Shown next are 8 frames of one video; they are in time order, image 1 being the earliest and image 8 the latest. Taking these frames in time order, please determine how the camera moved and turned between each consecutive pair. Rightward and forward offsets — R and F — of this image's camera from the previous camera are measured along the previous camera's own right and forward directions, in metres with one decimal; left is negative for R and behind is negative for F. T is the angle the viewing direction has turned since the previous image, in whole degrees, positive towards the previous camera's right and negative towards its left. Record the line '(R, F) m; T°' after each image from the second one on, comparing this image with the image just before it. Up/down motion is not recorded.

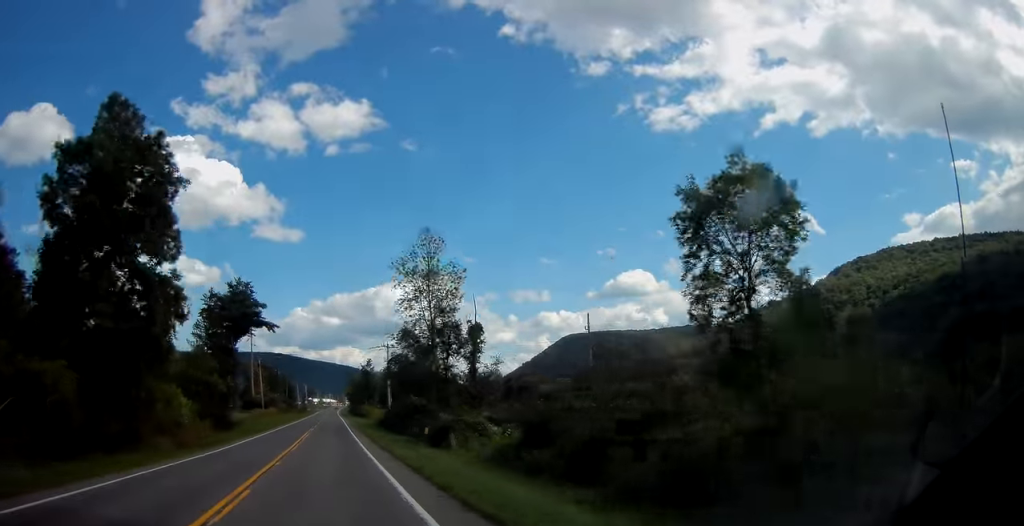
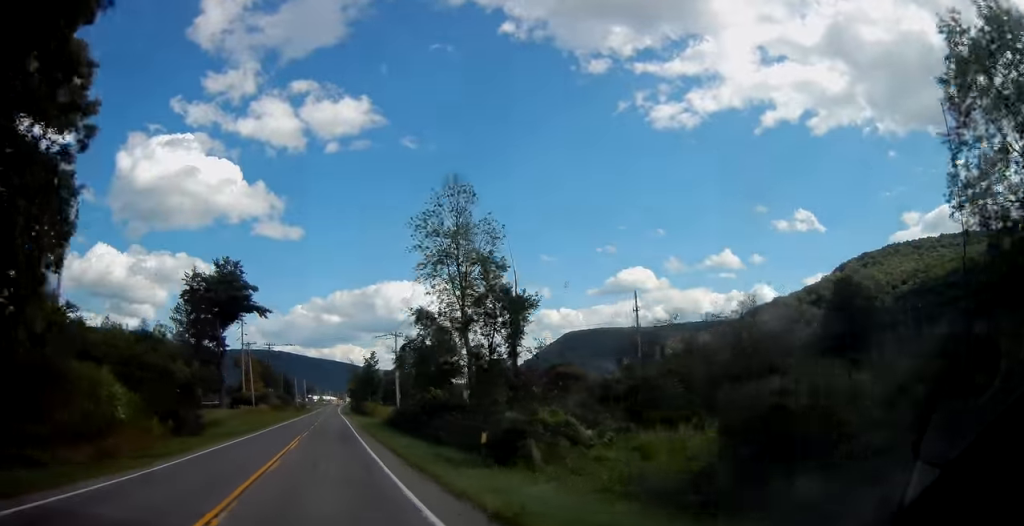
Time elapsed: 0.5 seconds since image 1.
(0.0, +12.3) m; 0°
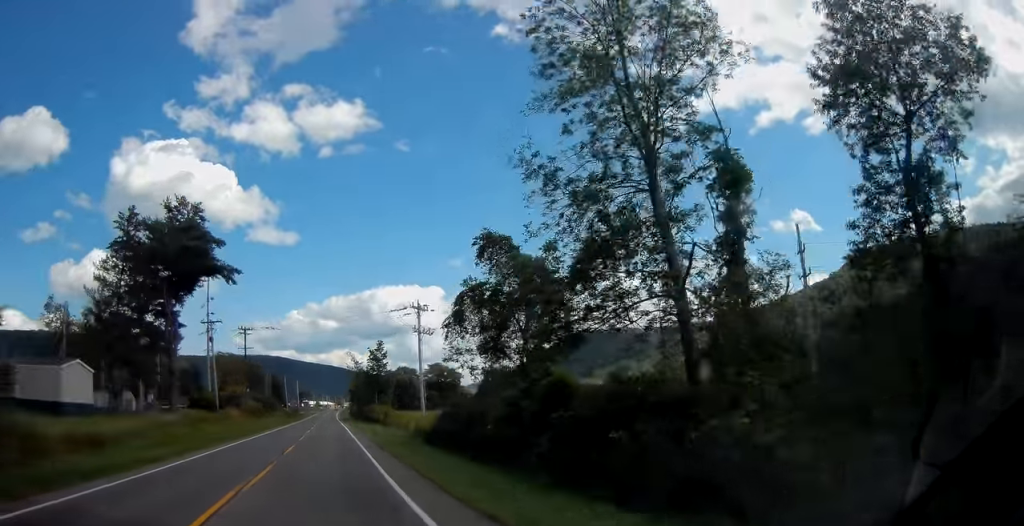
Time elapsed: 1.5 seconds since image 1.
(+0.2, +26.2) m; +1°
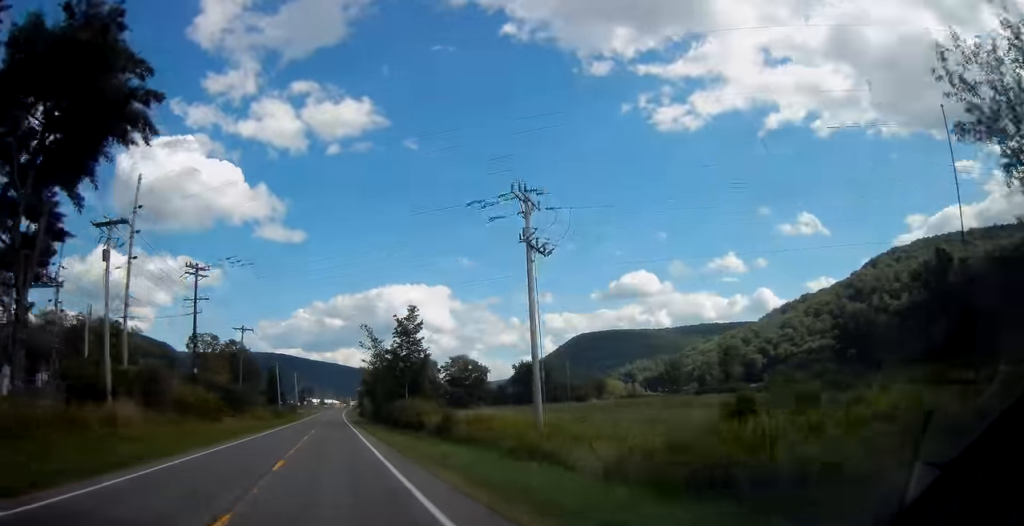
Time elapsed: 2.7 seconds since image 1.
(+0.1, +32.9) m; -1°
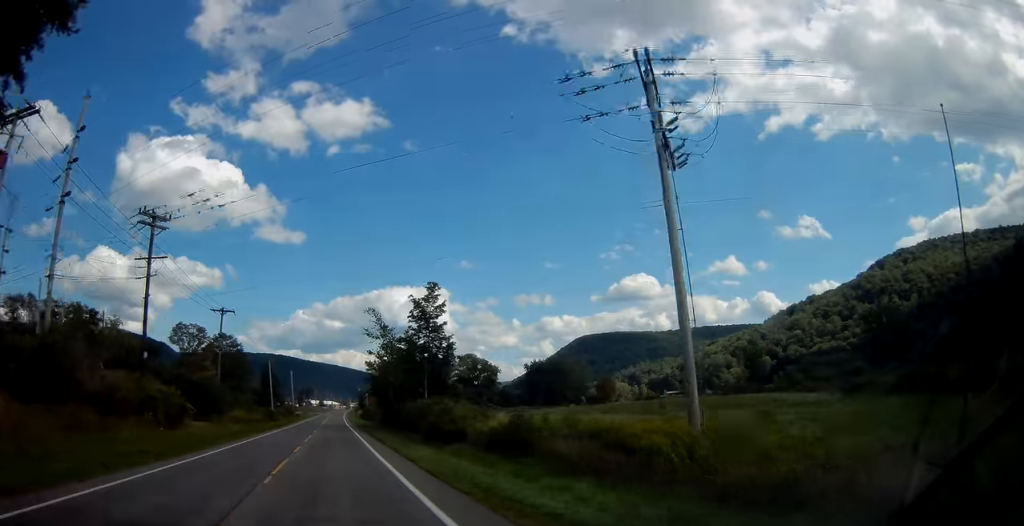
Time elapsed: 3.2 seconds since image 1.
(-0.3, +12.9) m; -1°
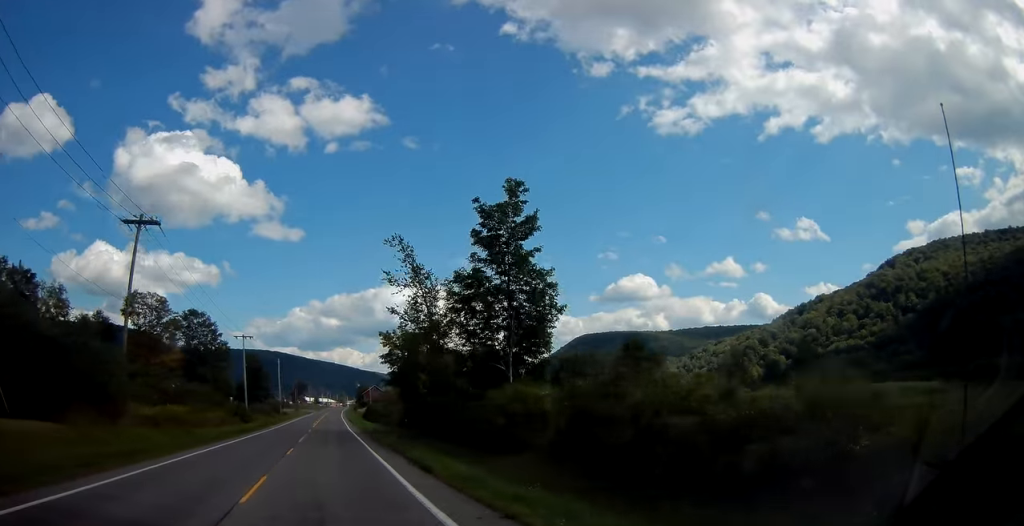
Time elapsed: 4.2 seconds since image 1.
(-0.2, +24.9) m; 0°
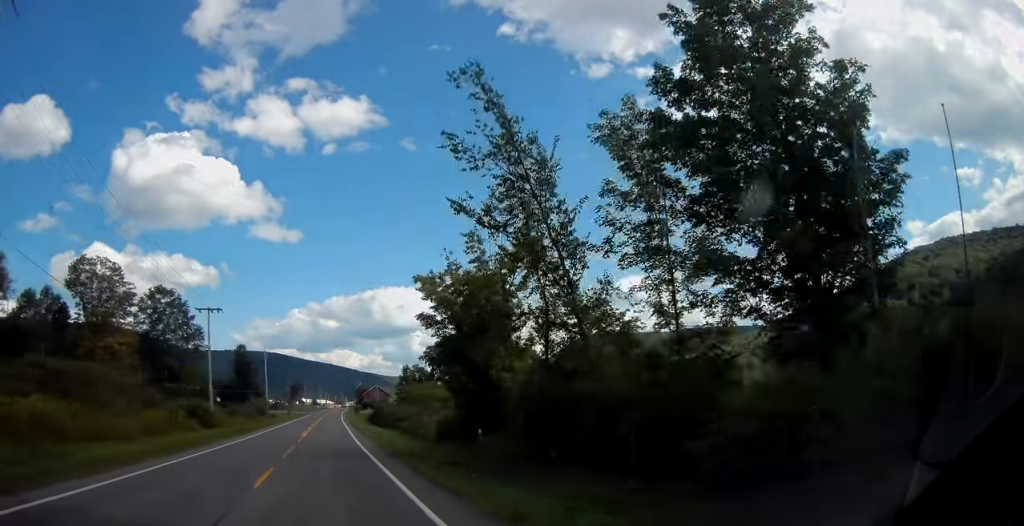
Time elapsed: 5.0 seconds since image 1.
(+0.2, +19.7) m; +1°
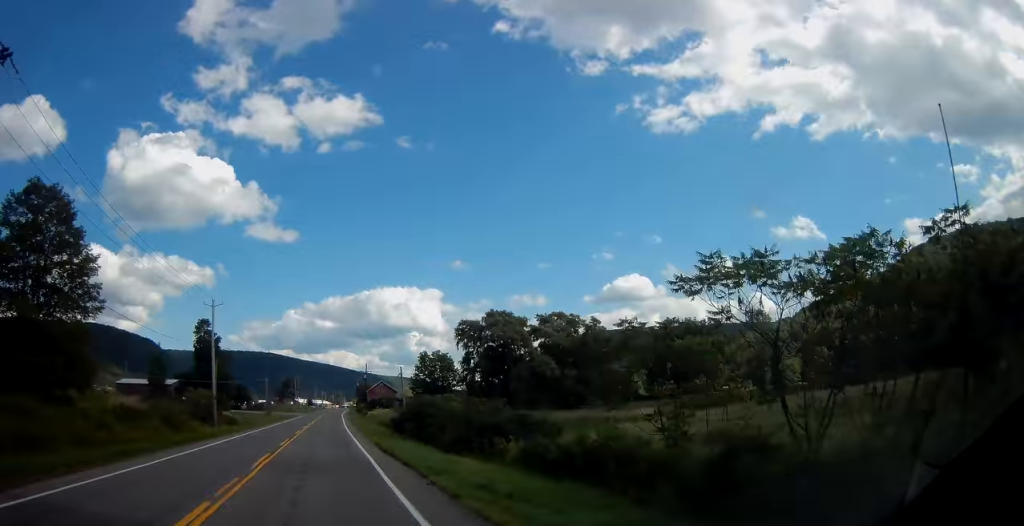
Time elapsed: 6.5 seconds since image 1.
(+0.1, +38.4) m; 0°
